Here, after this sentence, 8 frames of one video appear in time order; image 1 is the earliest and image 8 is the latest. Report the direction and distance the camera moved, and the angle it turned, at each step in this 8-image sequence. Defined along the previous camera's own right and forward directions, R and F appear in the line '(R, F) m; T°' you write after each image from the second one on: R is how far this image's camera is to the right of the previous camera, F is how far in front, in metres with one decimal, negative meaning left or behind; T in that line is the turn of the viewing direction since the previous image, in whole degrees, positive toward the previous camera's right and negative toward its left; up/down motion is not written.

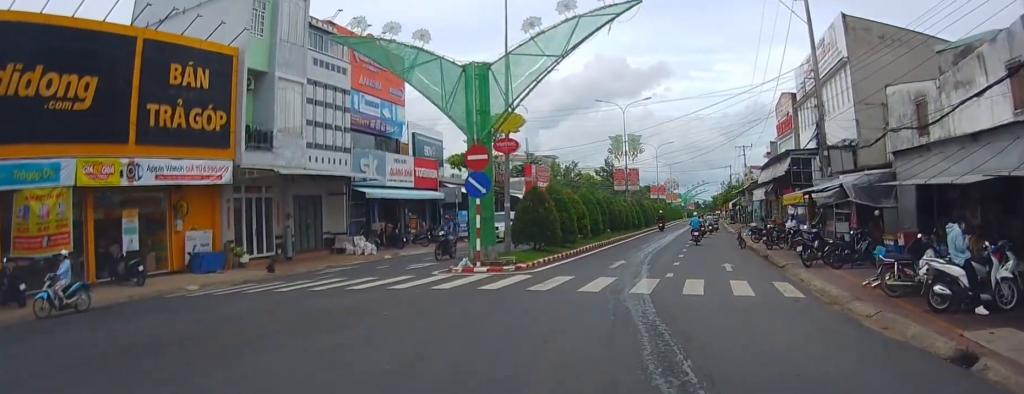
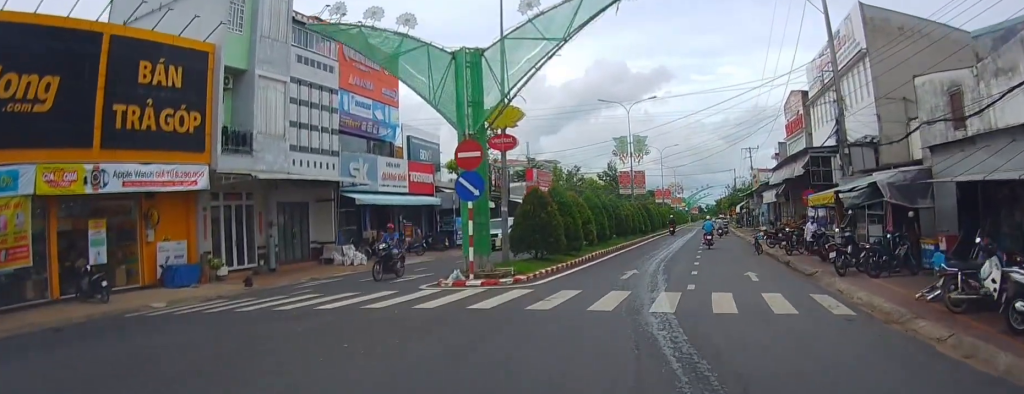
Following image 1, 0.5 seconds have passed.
(-0.1, +2.0) m; +3°
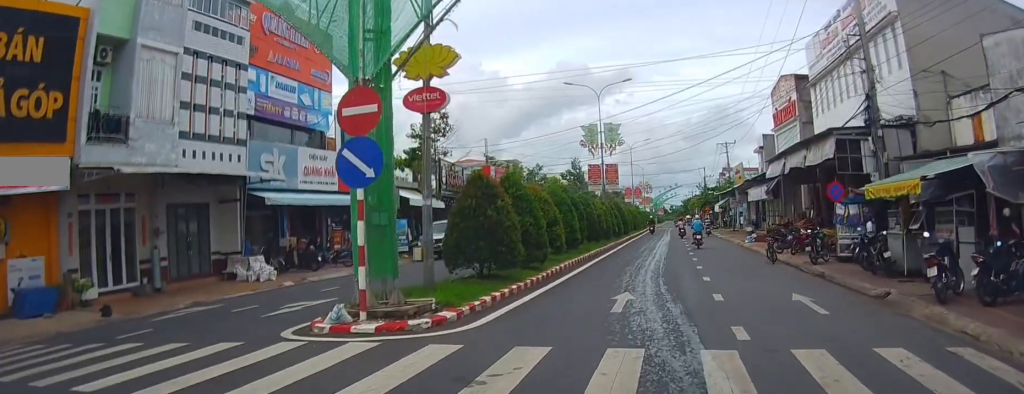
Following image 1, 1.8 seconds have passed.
(+0.5, +6.0) m; +1°
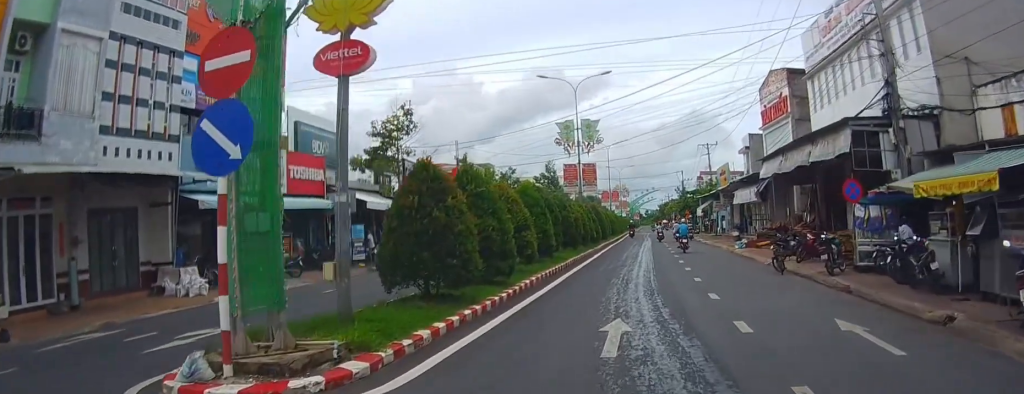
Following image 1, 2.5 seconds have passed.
(-0.2, +3.1) m; -3°
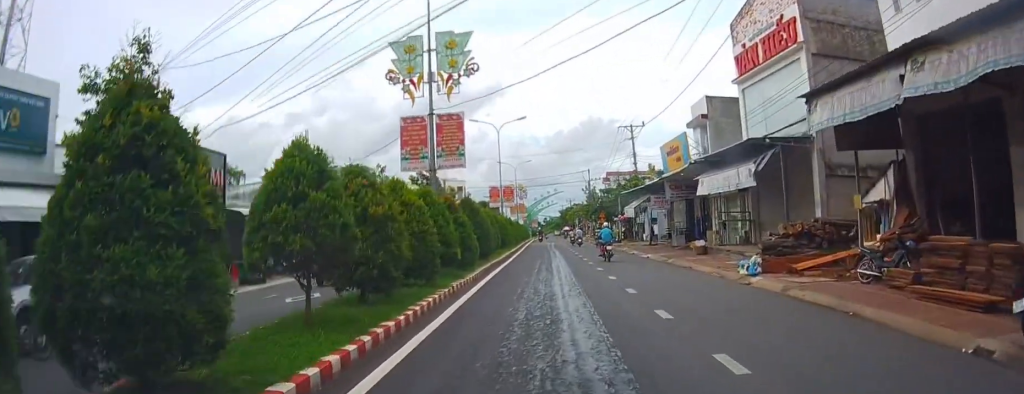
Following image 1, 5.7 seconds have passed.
(+3.8, +15.6) m; +18°
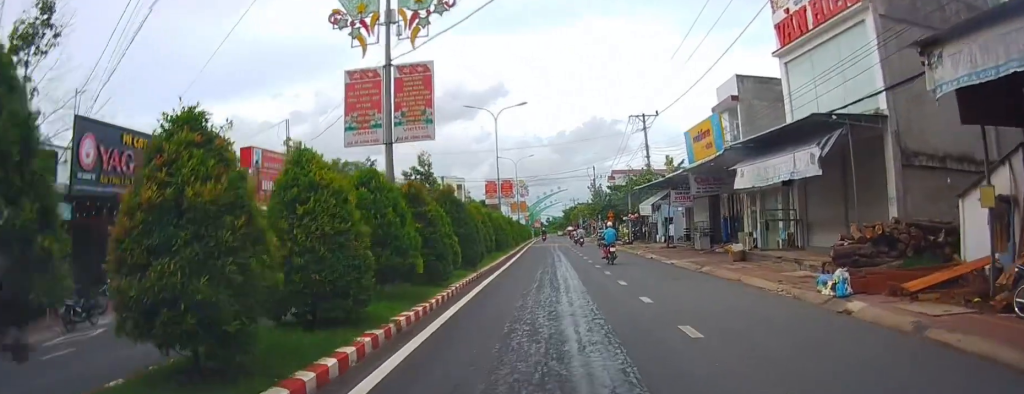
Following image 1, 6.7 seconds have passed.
(0.0, +5.3) m; -4°
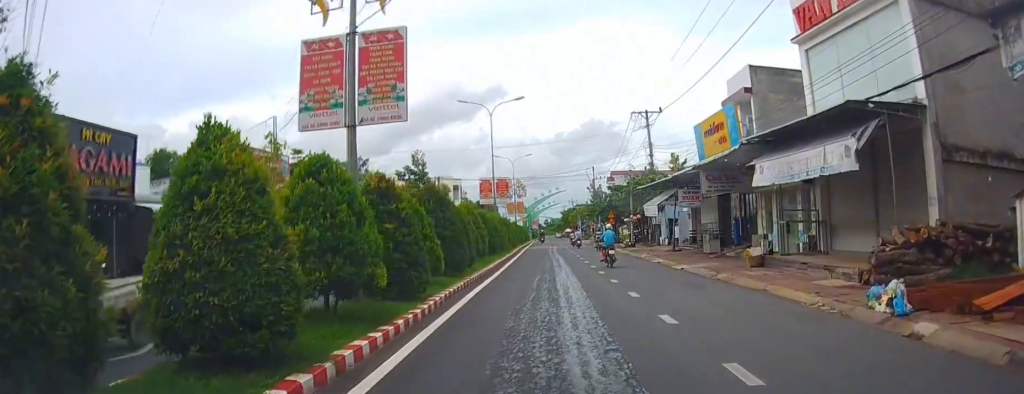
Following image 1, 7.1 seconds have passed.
(-0.3, +2.5) m; -2°
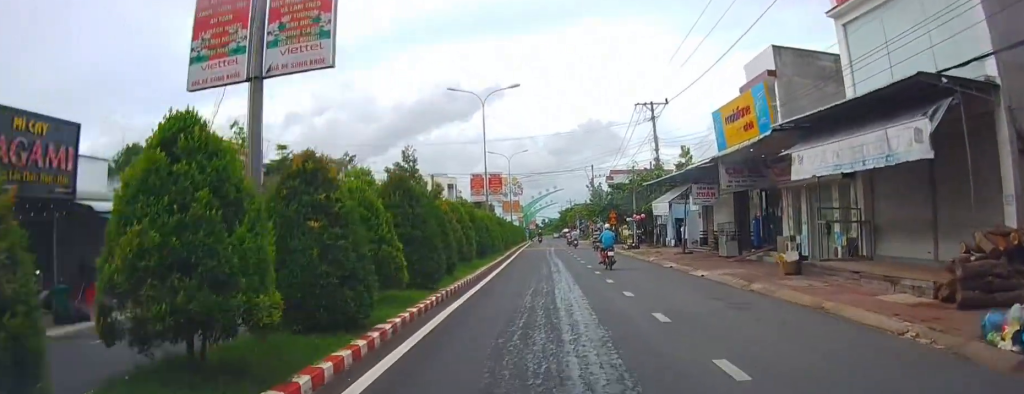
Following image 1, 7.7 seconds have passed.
(-0.1, +3.4) m; +1°
